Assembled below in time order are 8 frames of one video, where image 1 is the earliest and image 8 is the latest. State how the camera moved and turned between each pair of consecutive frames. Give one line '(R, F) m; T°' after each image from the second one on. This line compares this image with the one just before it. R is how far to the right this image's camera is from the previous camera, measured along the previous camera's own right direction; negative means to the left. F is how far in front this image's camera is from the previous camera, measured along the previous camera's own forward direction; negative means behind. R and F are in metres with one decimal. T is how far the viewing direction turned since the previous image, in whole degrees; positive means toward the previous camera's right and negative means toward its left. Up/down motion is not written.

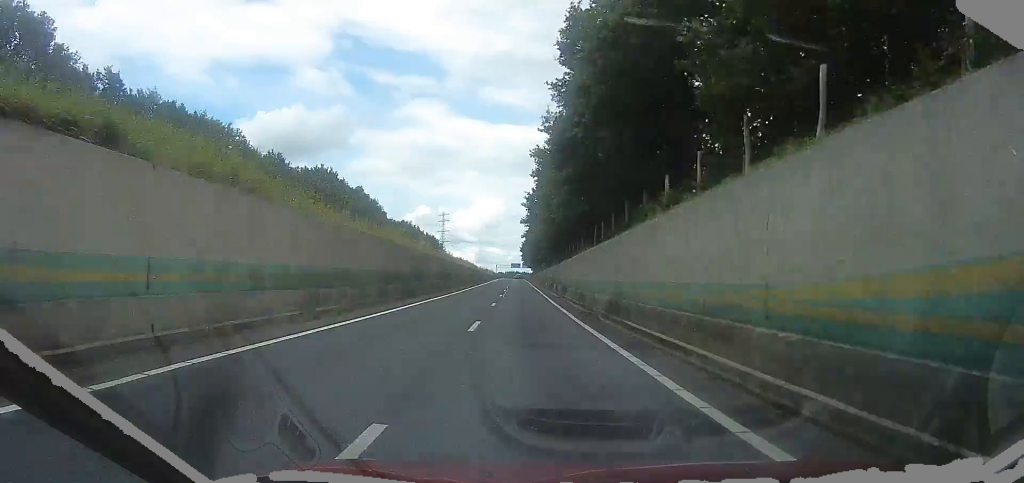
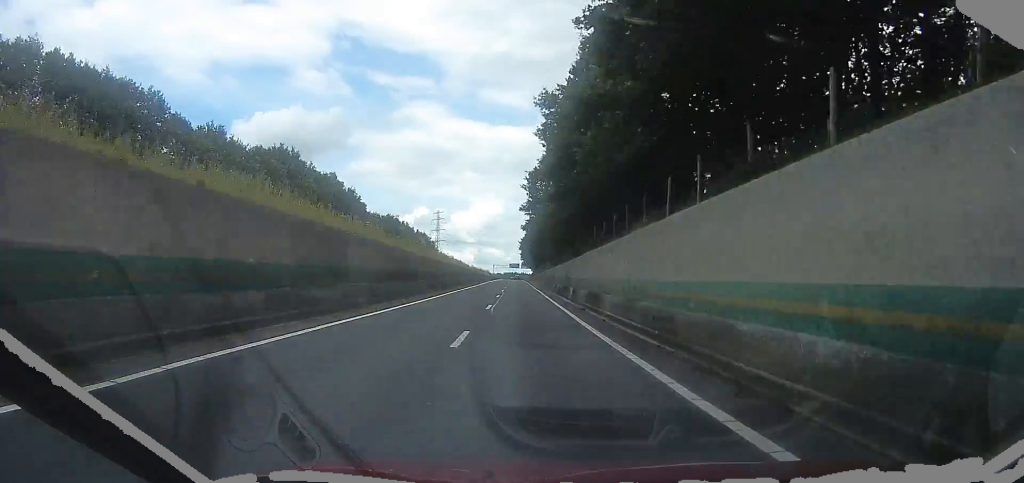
(-0.3, +15.4) m; -1°
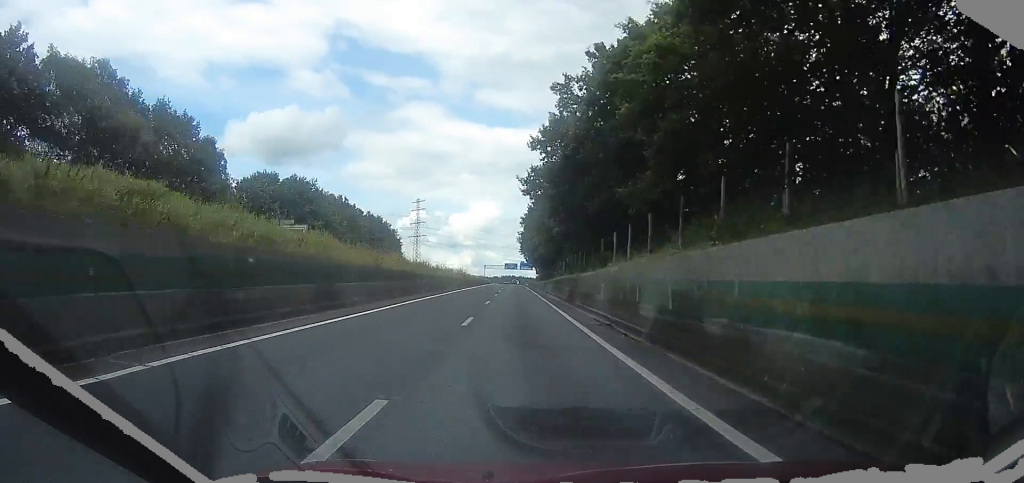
(0.0, +54.9) m; 0°
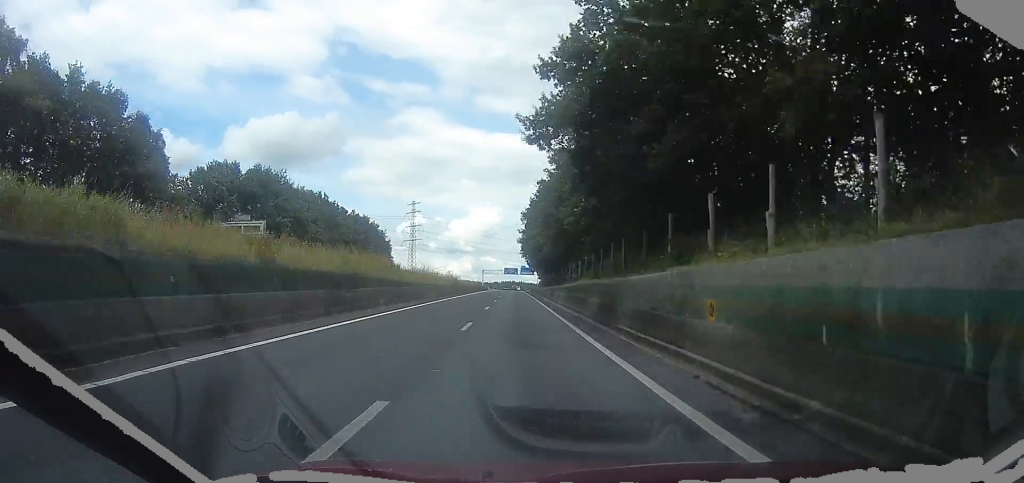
(0.0, +11.5) m; +1°
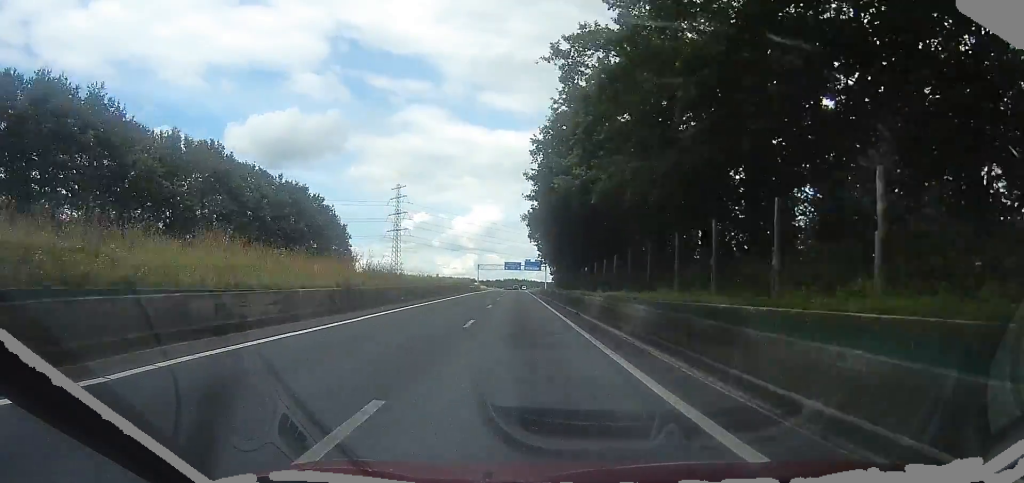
(+0.8, +35.8) m; +1°
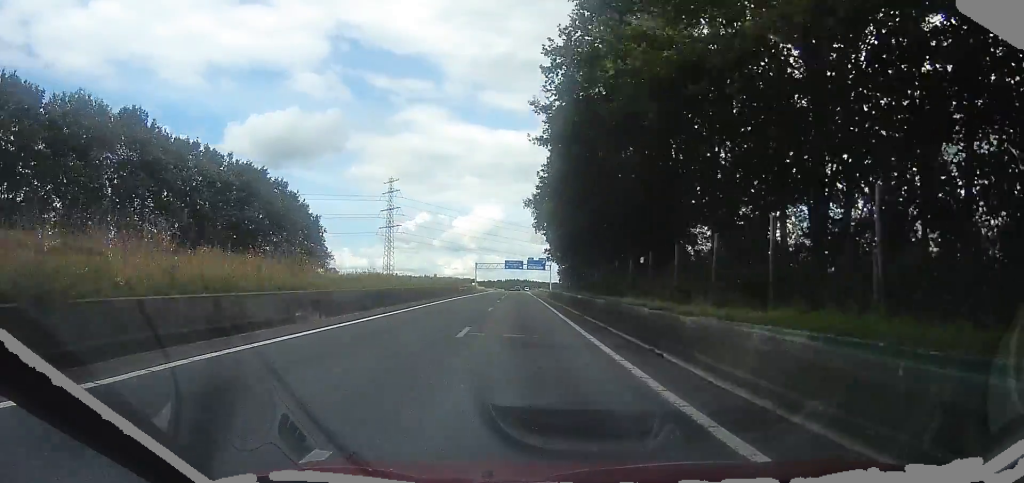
(-0.2, +14.6) m; -1°
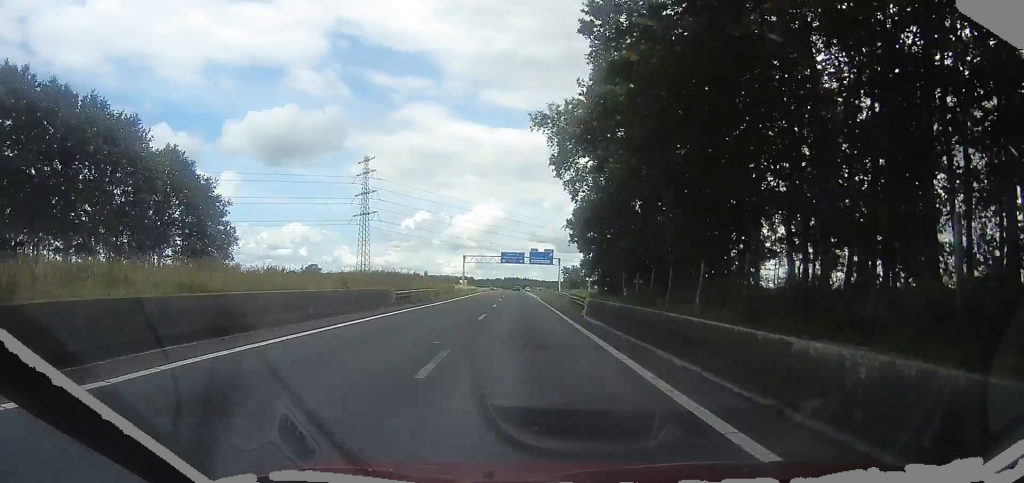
(-0.6, +31.1) m; -1°
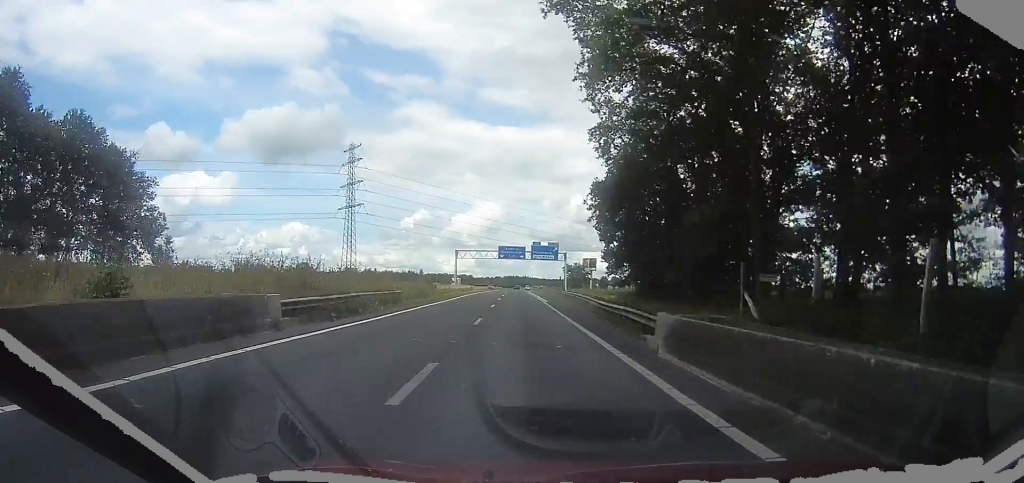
(0.0, +13.8) m; 0°
